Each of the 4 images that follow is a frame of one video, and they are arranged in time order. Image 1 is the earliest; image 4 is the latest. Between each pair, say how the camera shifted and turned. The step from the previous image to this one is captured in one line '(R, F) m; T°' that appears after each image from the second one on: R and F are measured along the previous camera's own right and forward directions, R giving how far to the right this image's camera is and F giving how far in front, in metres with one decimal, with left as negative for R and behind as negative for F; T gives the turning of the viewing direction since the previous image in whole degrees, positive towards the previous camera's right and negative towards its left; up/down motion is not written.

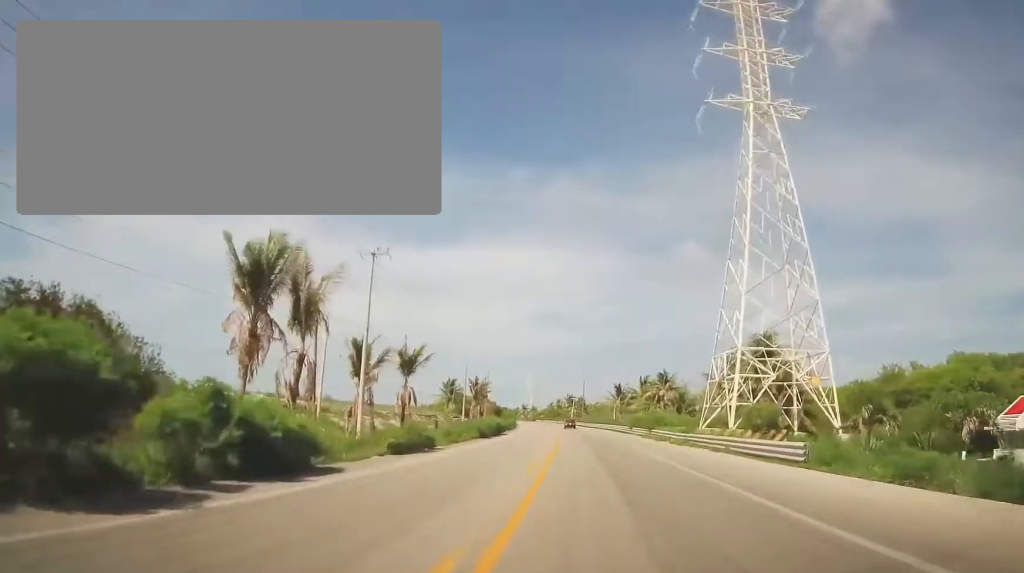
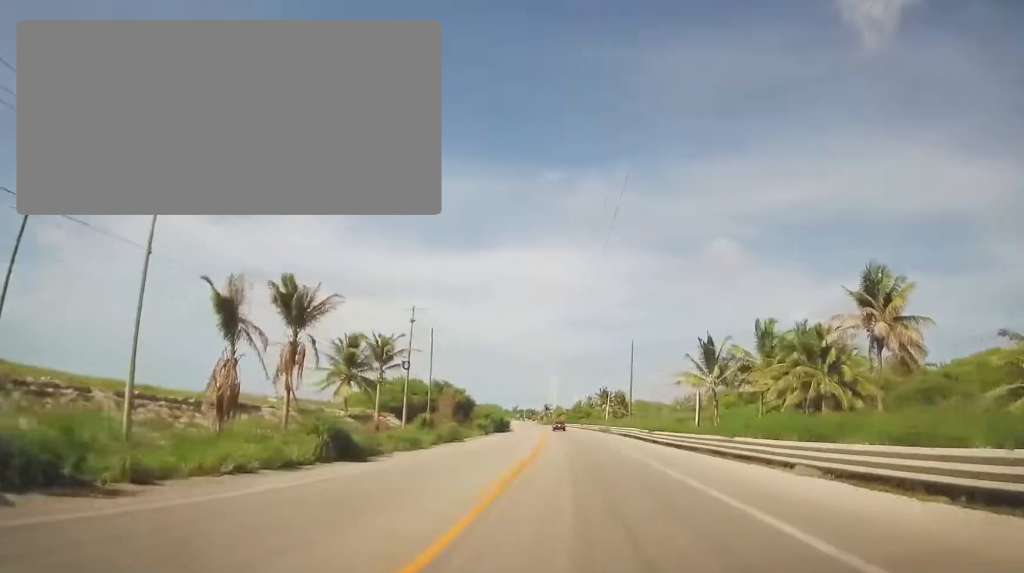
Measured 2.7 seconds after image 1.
(-1.8, +69.3) m; -3°
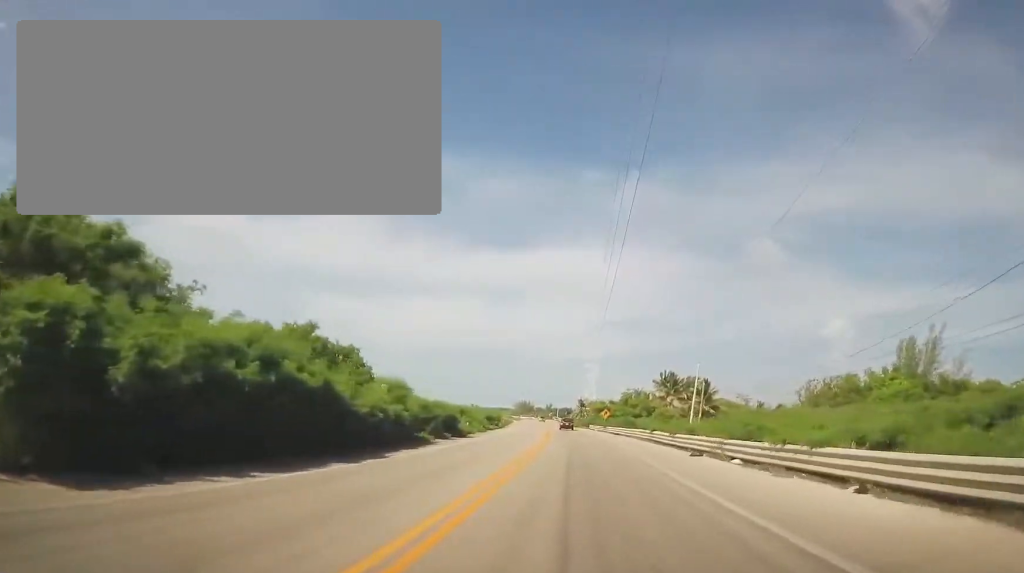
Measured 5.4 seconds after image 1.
(-3.1, +67.0) m; -5°
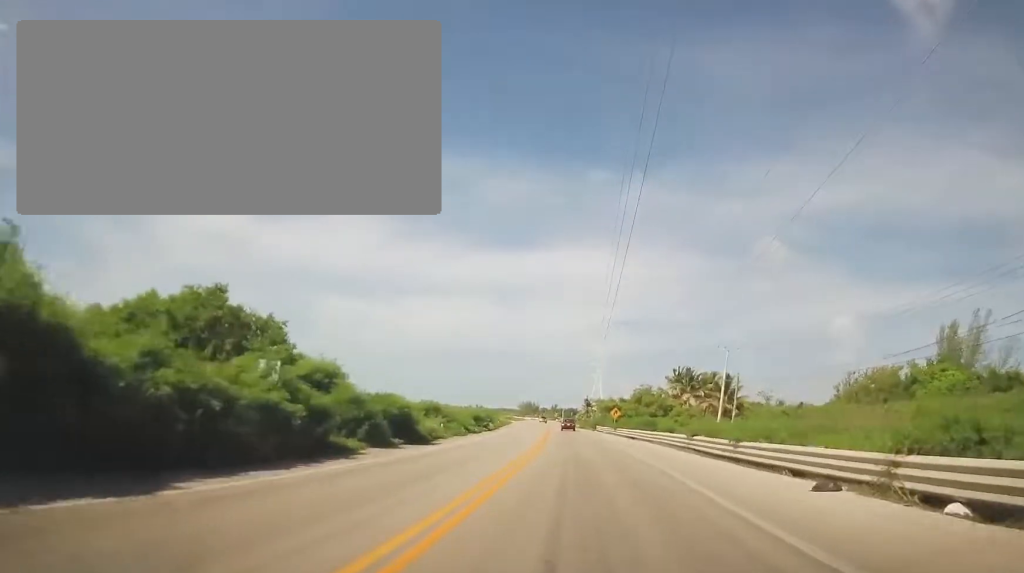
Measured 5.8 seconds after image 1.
(-0.1, +11.4) m; 0°
